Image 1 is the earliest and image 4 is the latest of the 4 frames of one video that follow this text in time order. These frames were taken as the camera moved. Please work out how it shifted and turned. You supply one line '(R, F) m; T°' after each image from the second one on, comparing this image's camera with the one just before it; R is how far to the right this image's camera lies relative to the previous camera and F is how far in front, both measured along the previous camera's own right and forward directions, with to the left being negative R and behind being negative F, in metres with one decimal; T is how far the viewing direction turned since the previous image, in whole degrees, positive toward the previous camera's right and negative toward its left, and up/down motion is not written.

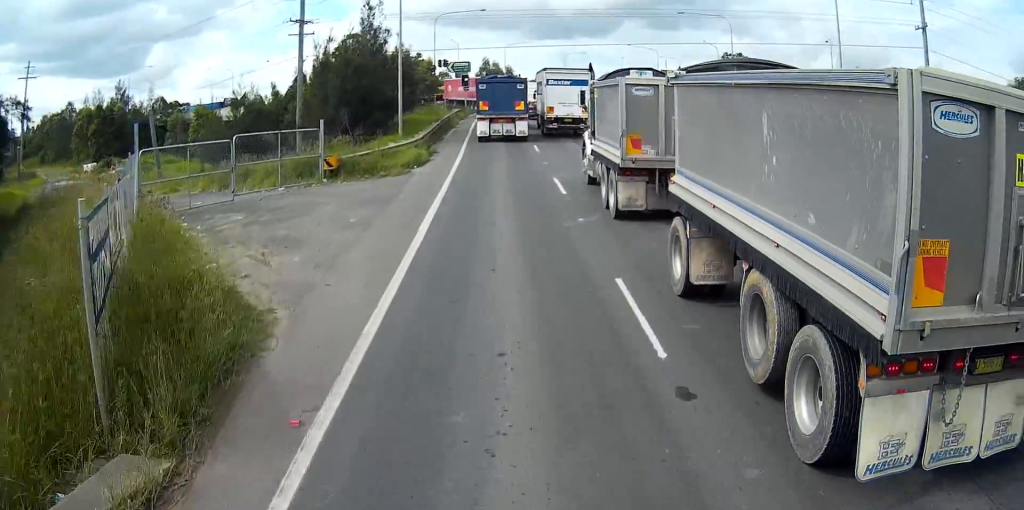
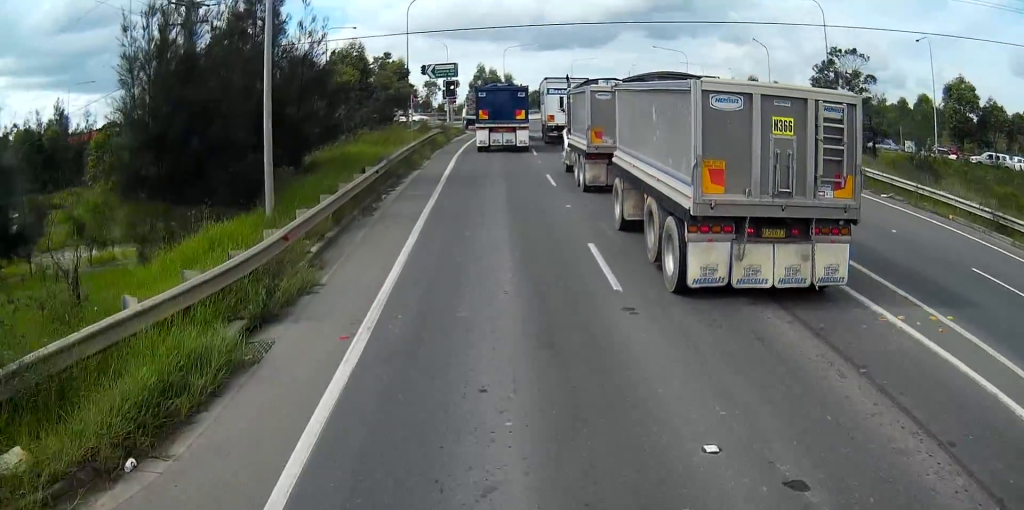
(-0.4, +22.6) m; 0°
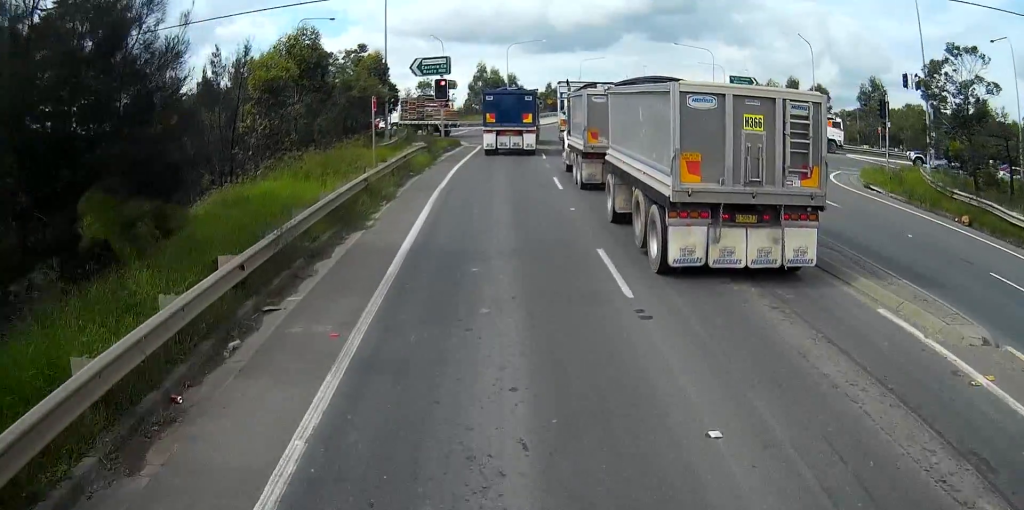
(0.0, +12.9) m; 0°
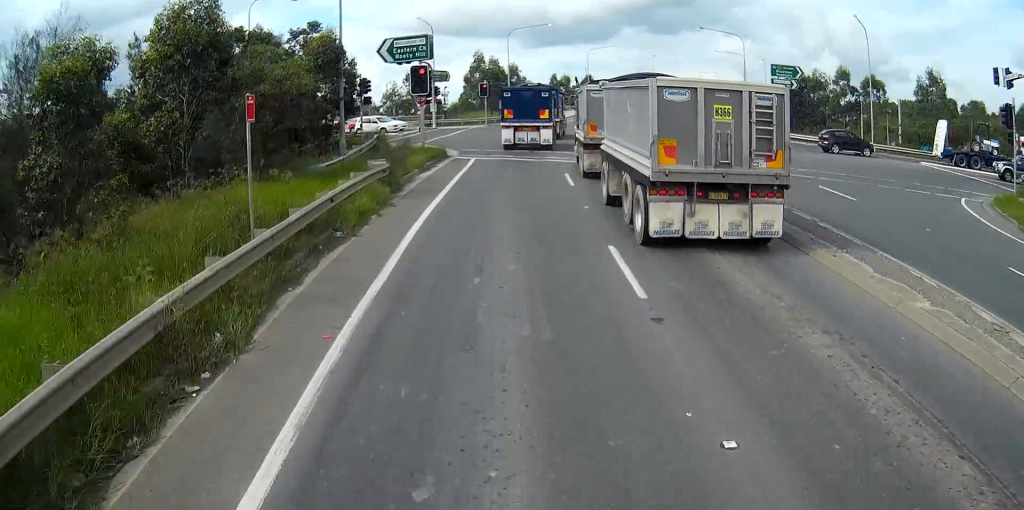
(-0.1, +13.6) m; 0°
